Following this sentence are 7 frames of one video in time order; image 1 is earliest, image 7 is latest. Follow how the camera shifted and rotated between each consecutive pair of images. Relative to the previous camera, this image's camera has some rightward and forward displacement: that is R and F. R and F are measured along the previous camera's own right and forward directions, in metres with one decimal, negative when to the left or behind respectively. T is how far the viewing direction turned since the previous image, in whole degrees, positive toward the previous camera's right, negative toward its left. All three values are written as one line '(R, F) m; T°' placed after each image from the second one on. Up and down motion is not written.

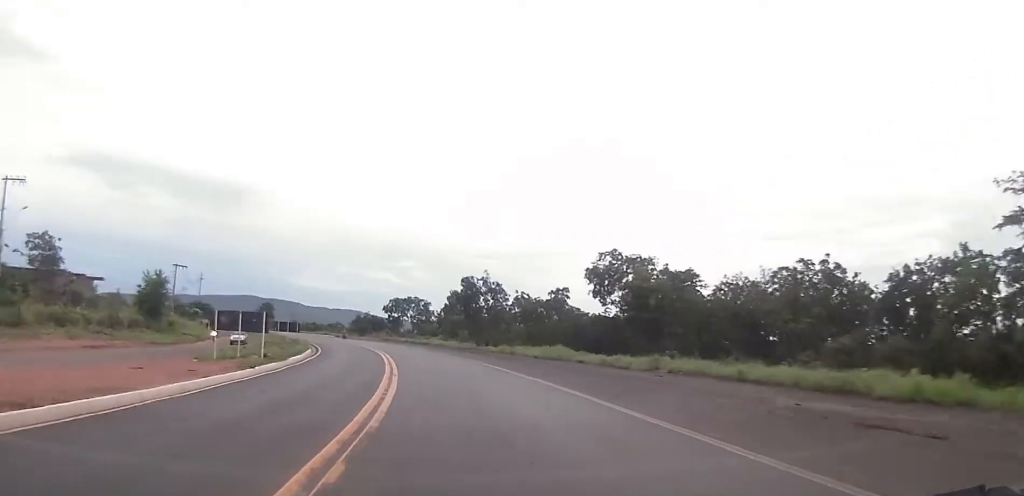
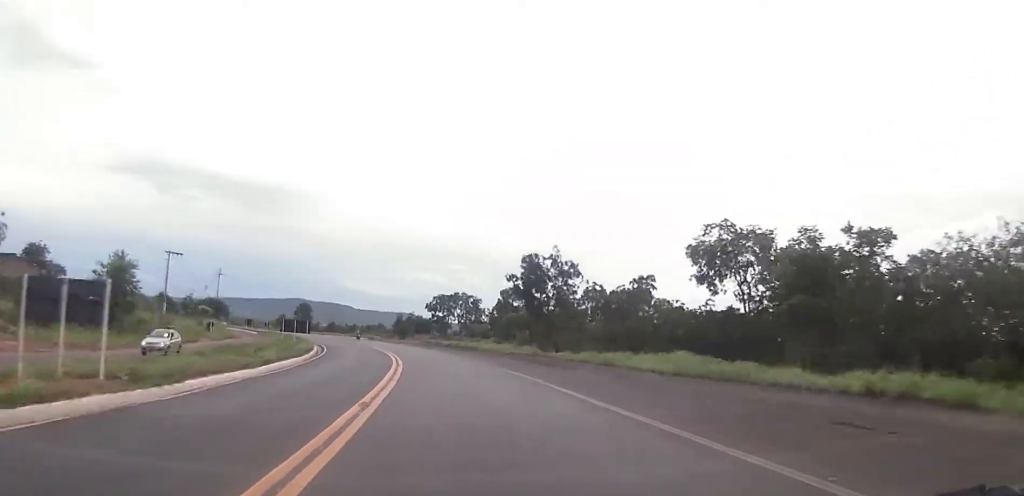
(-0.6, +19.8) m; -4°
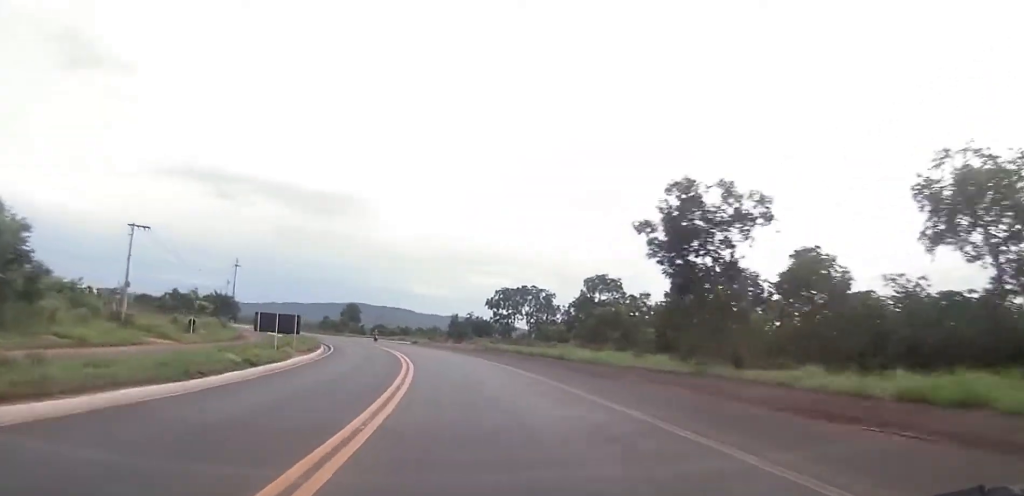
(-1.5, +25.2) m; -5°
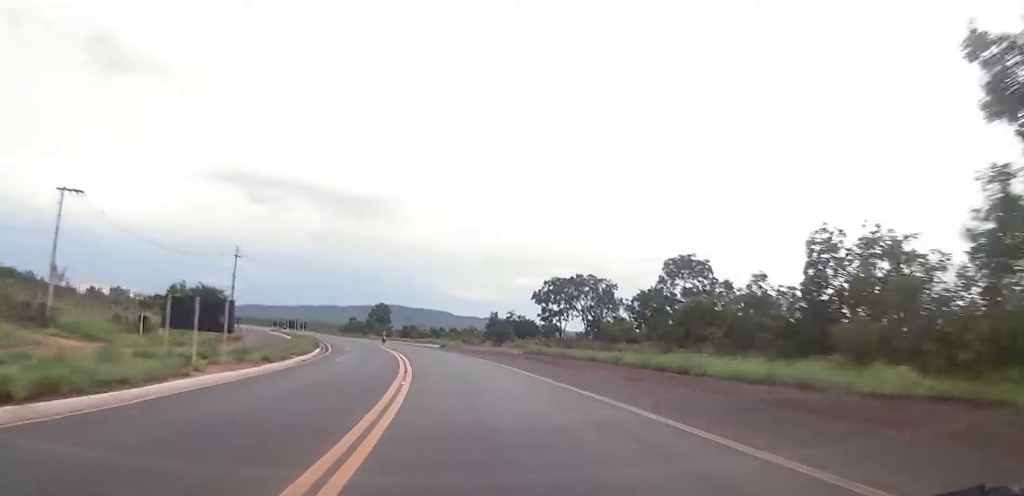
(-0.2, +18.5) m; -3°
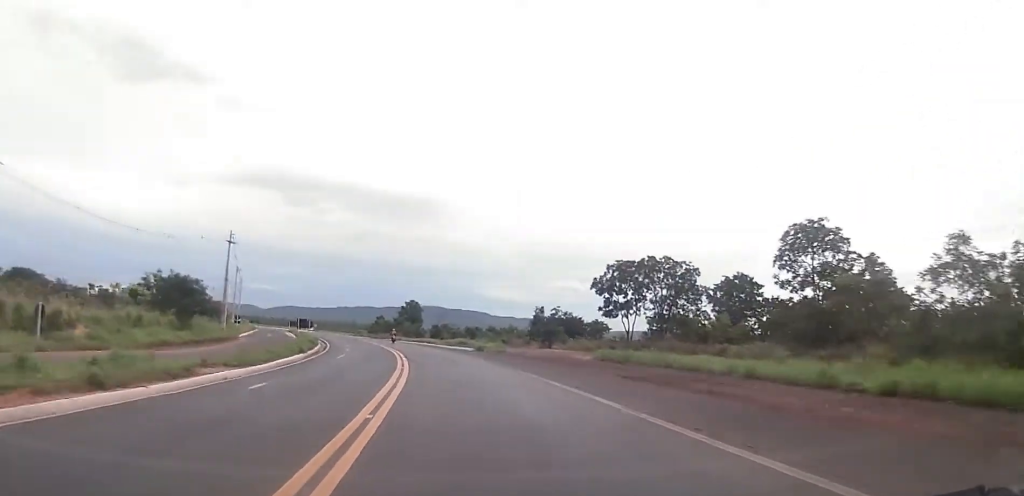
(-0.7, +17.6) m; -3°
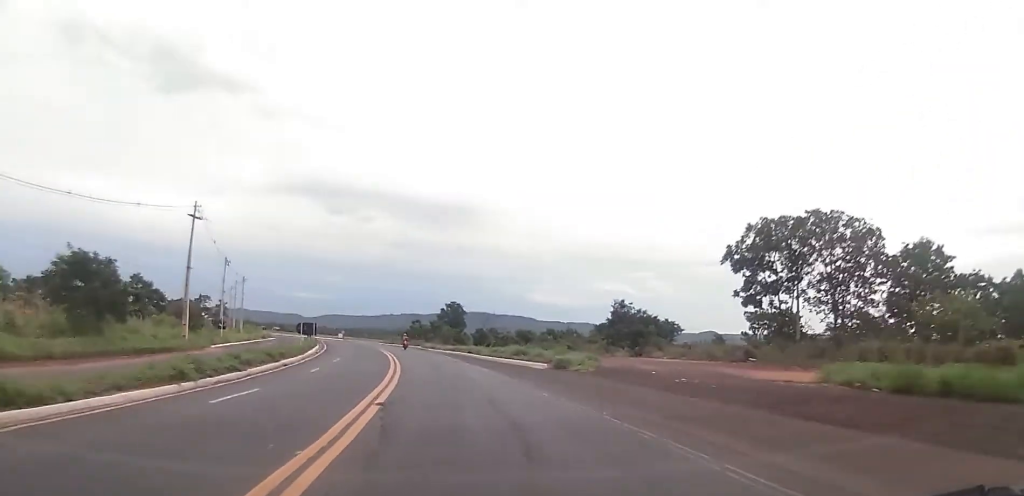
(-0.8, +24.7) m; -4°
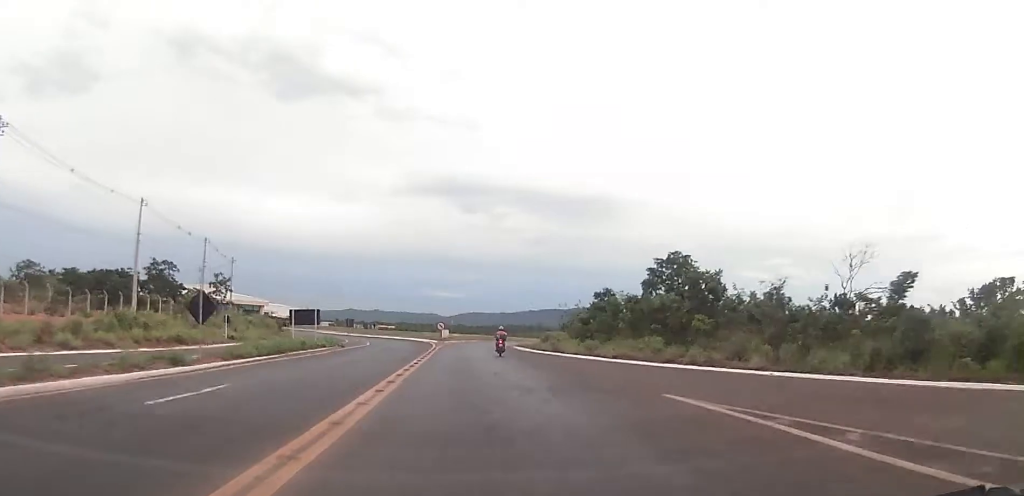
(-11.2, +90.4) m; -11°
